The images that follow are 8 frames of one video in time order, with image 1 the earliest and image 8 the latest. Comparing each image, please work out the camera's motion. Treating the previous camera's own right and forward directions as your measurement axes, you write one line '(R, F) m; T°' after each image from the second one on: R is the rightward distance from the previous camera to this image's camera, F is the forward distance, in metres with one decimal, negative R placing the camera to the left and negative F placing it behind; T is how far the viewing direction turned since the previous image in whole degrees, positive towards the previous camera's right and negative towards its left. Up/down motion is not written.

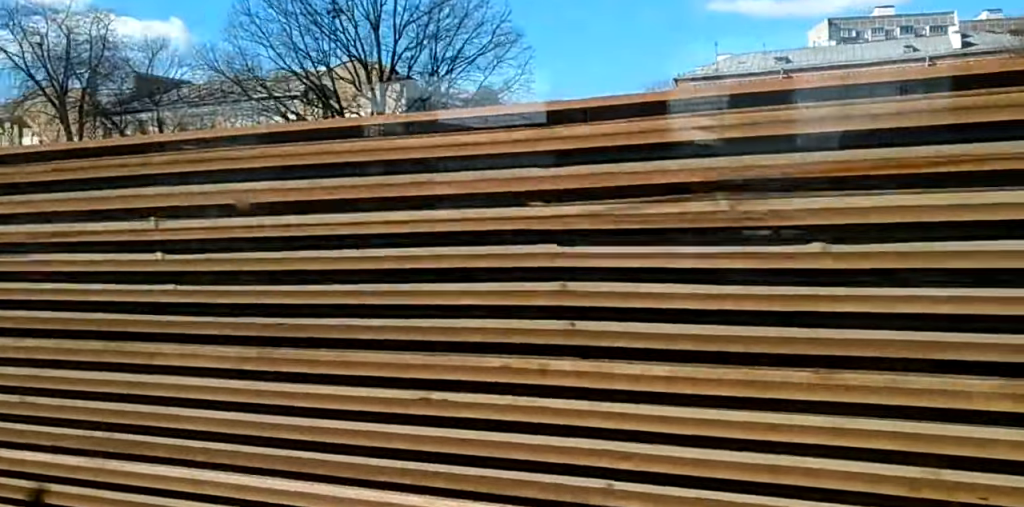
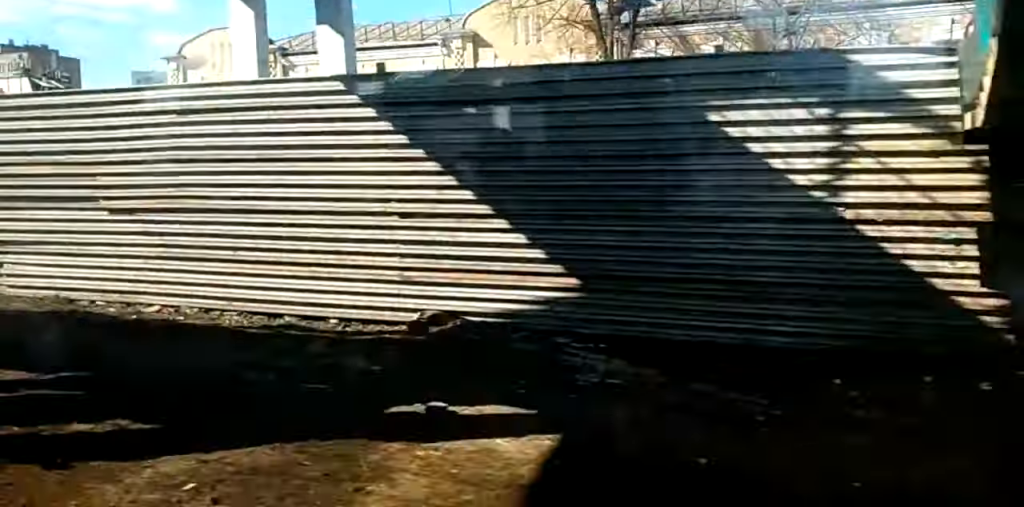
(-0.3, +31.6) m; 0°
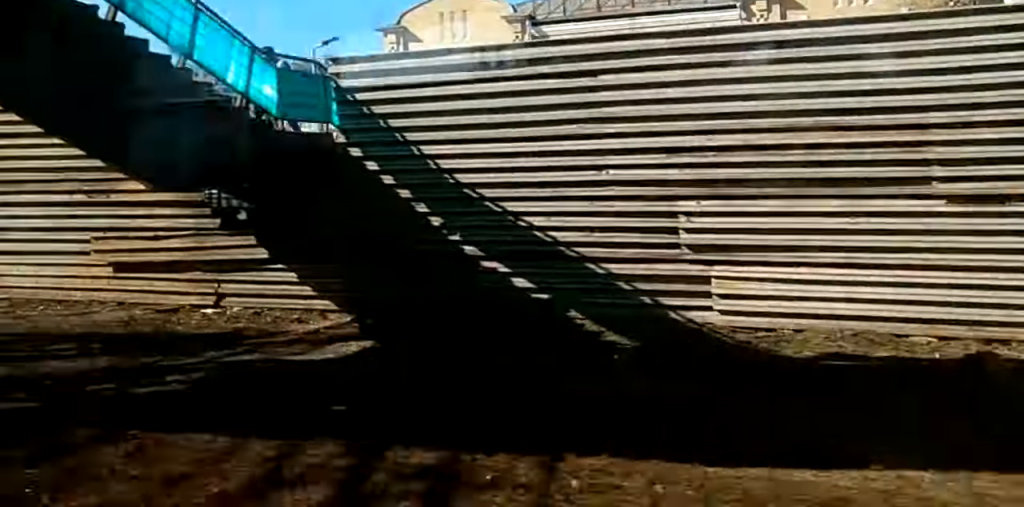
(+0.1, +13.8) m; 0°
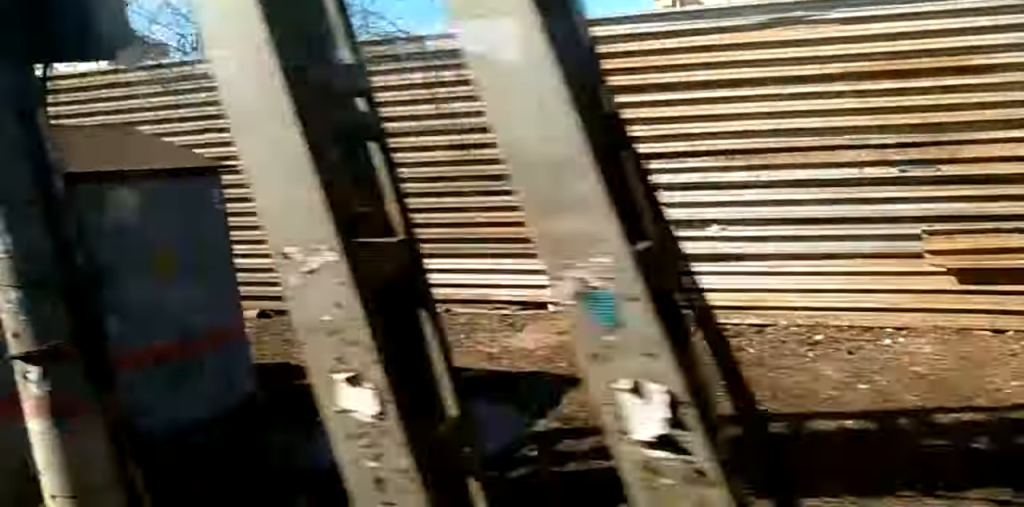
(0.0, +12.9) m; 0°
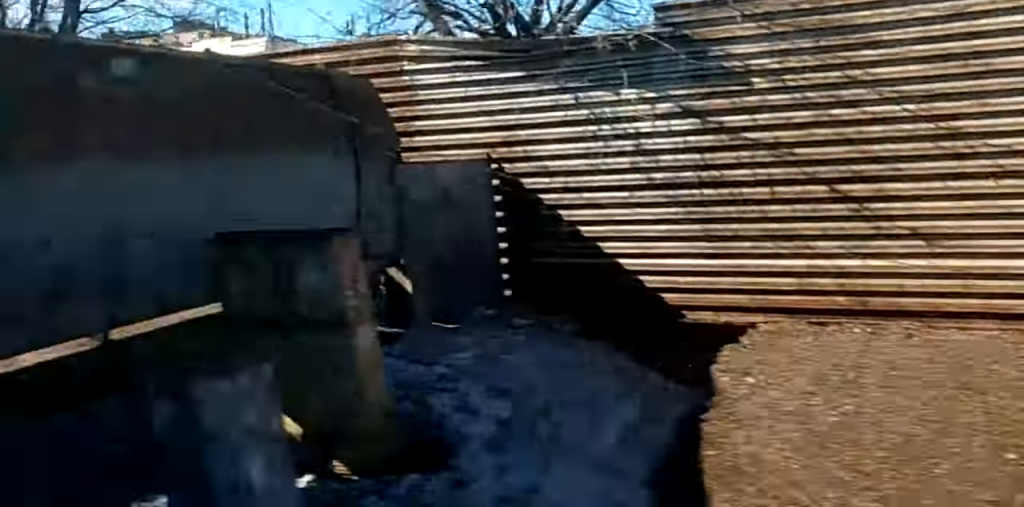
(-0.1, +18.6) m; 0°
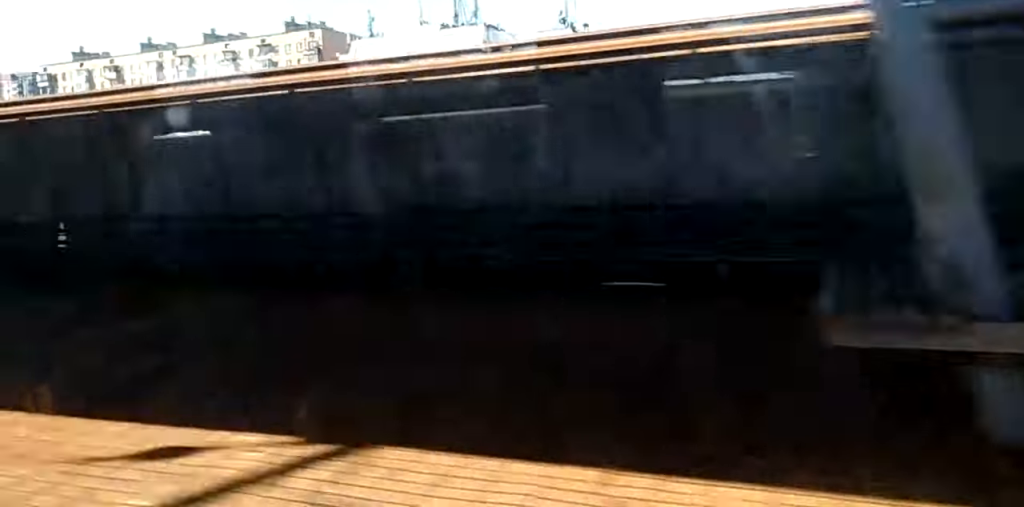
(-0.1, +21.6) m; -1°
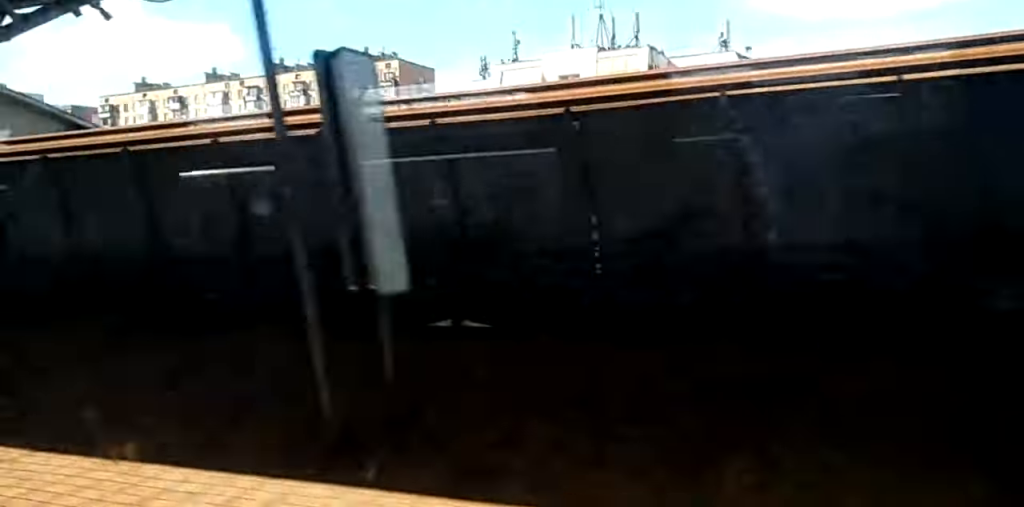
(-0.1, +14.2) m; 0°
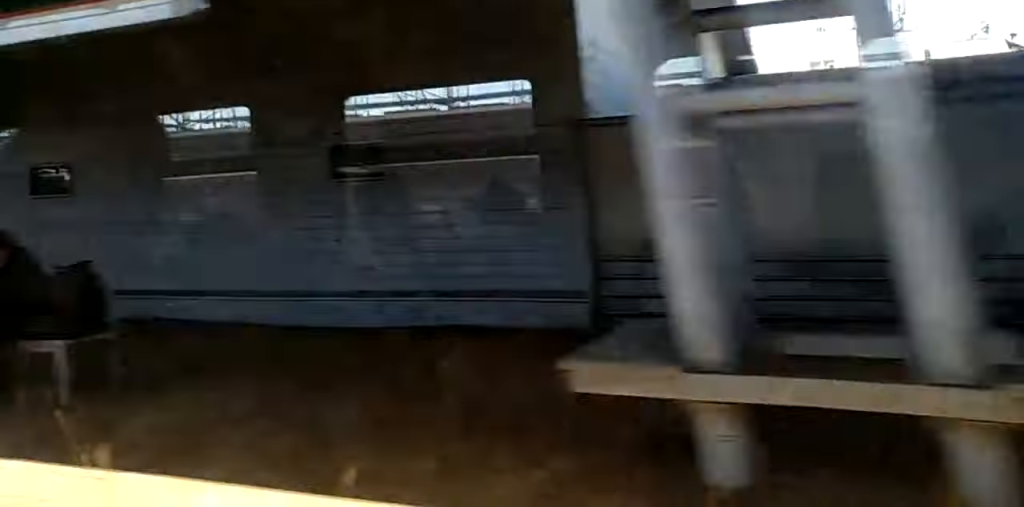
(+0.2, +23.7) m; 0°
